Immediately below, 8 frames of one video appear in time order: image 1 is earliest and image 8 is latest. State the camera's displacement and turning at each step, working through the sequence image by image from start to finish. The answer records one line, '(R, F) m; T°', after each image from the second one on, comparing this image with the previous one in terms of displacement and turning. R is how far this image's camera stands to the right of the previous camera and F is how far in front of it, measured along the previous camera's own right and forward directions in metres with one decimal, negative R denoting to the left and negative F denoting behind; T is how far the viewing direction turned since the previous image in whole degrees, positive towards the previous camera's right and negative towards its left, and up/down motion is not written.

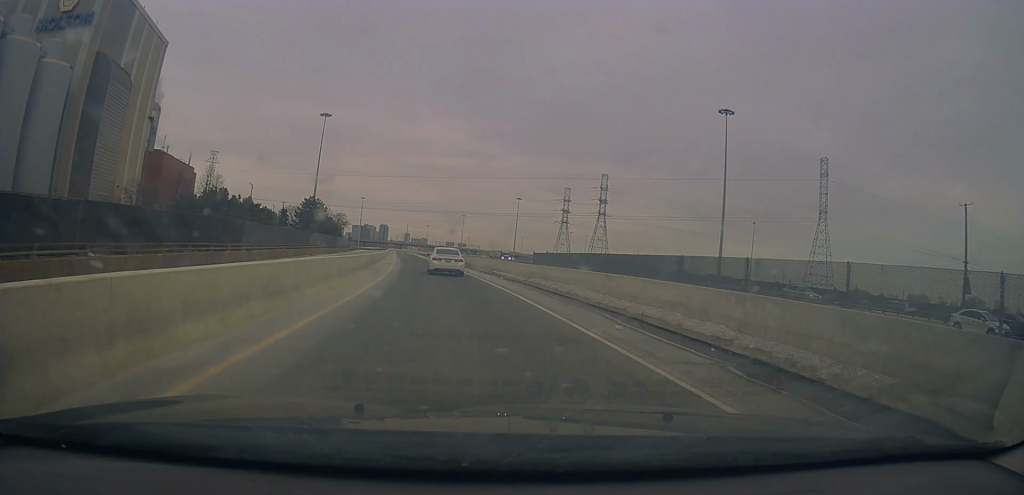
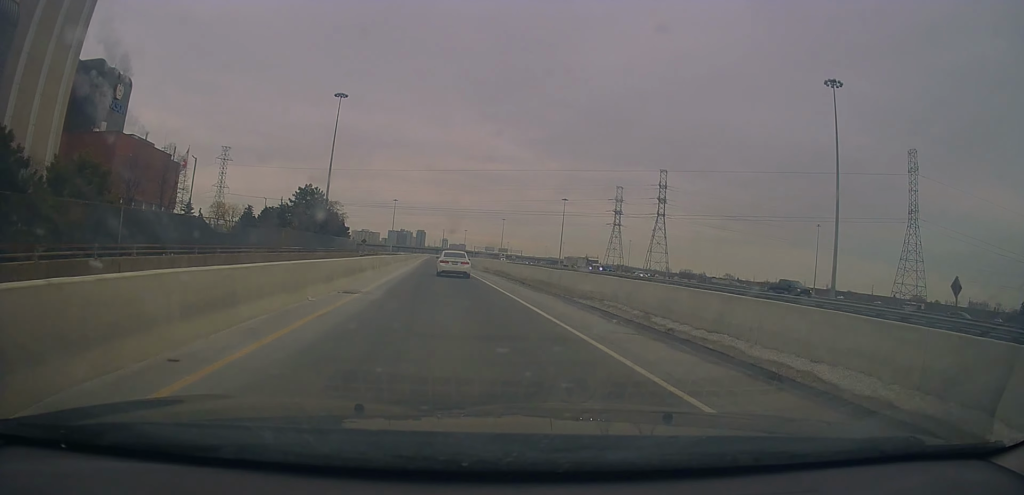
(-1.2, +28.3) m; -6°
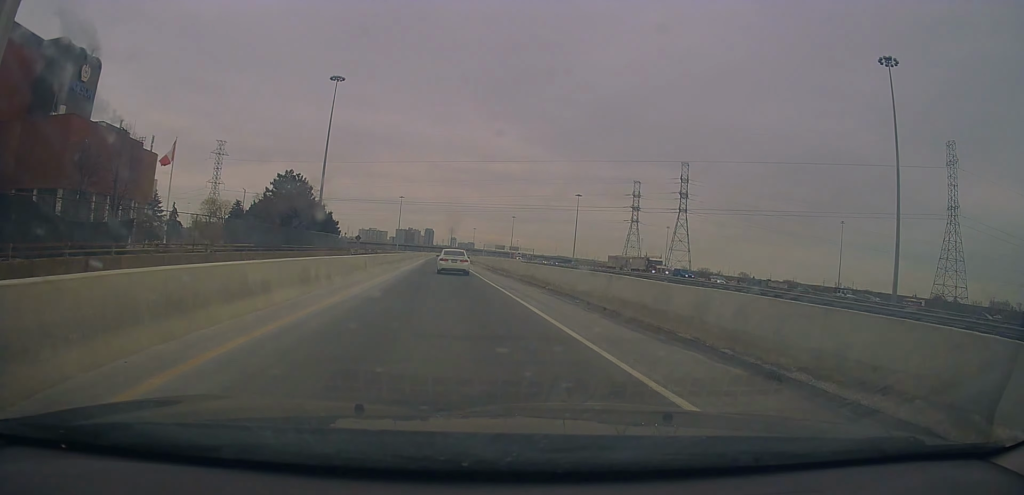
(-0.4, +13.3) m; -1°
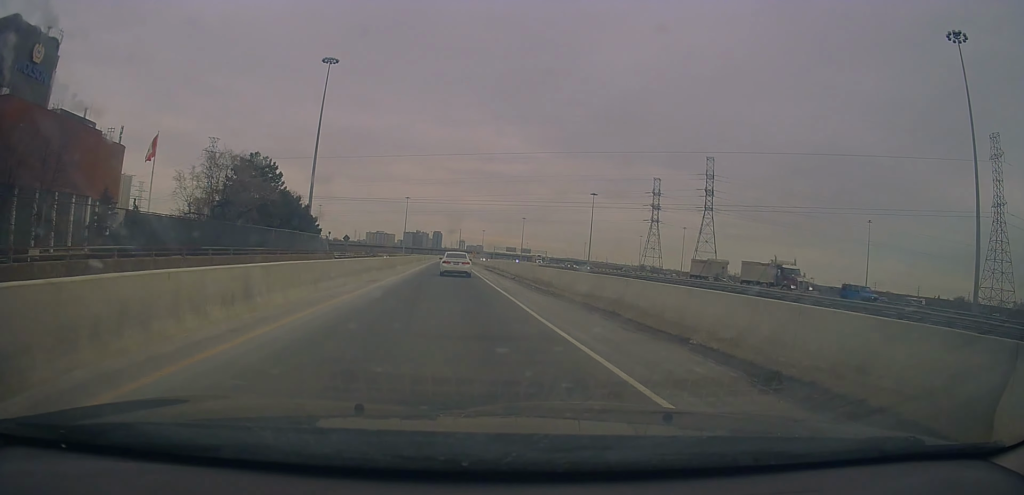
(-0.2, +15.9) m; -1°
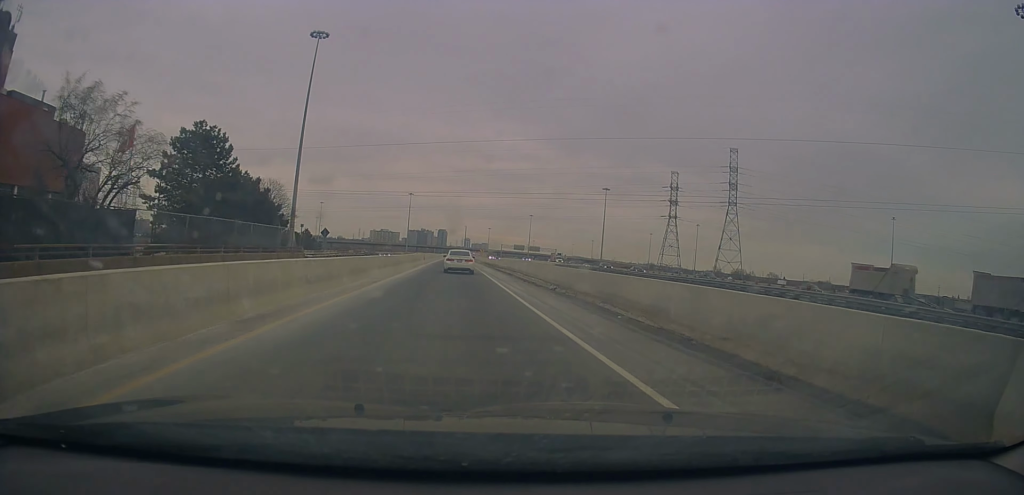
(+0.1, +13.9) m; -1°
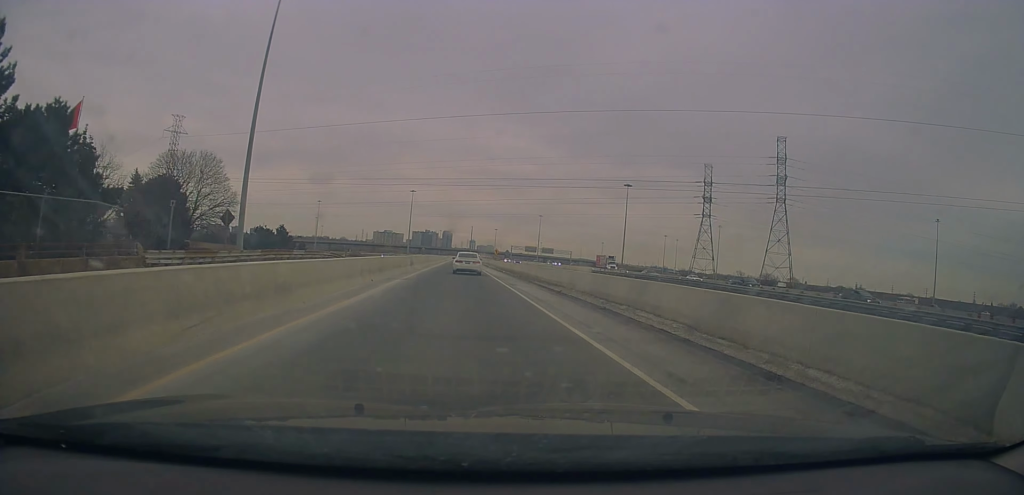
(-0.6, +26.0) m; -1°
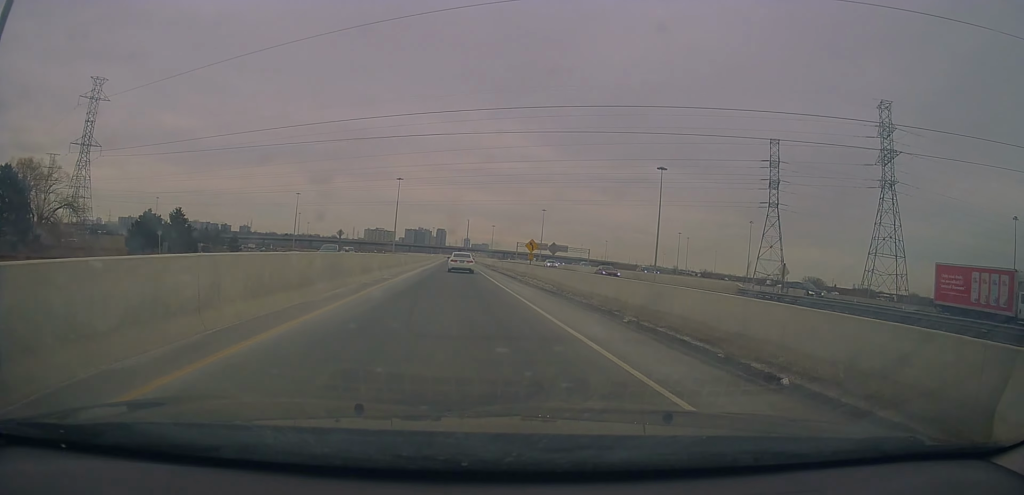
(-0.1, +47.5) m; 0°
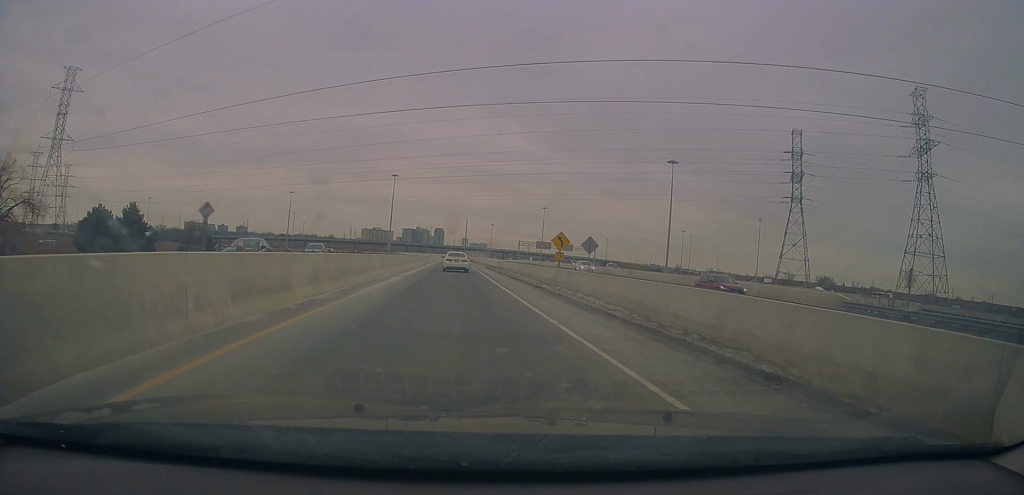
(+0.1, +12.0) m; 0°
